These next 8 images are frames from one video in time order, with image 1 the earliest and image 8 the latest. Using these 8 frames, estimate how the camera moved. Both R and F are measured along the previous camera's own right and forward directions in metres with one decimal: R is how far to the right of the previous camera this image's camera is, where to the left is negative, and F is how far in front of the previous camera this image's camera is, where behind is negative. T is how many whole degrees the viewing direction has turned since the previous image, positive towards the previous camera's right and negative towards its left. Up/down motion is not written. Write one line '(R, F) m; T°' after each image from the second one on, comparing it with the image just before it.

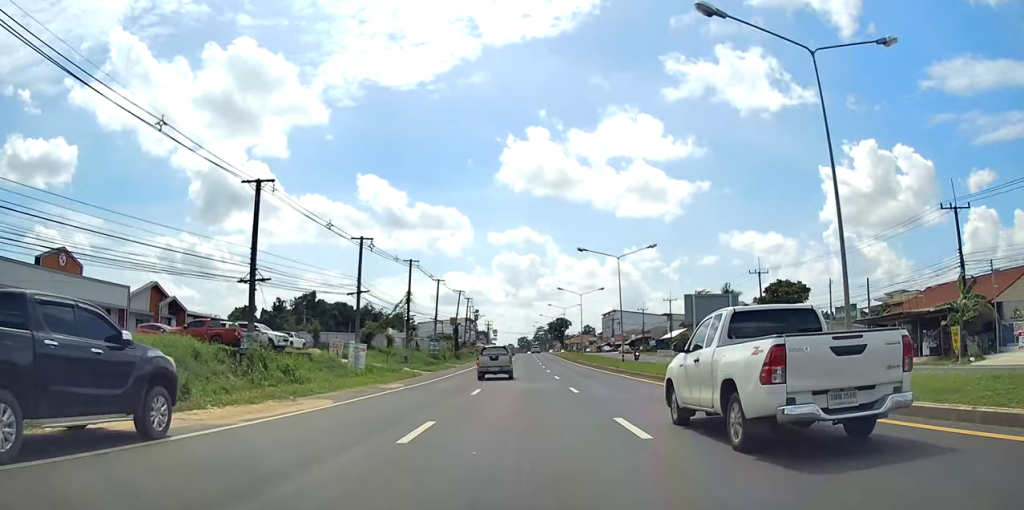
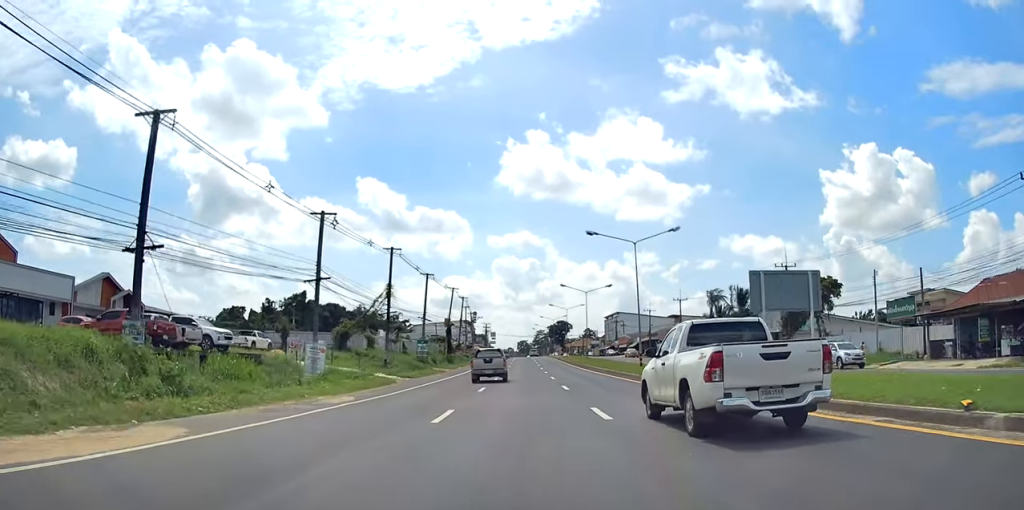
(0.0, +8.5) m; 0°
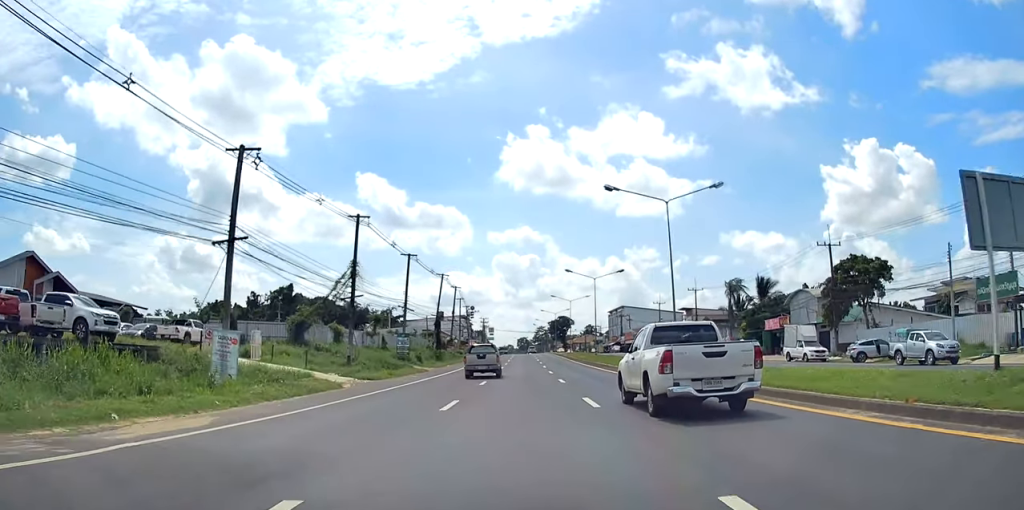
(+0.2, +10.8) m; +1°
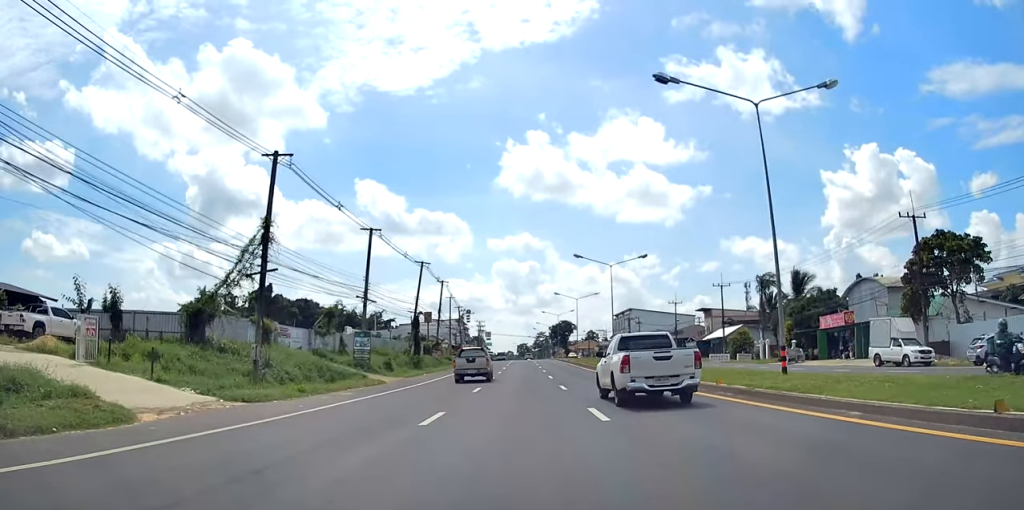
(+0.1, +14.3) m; 0°
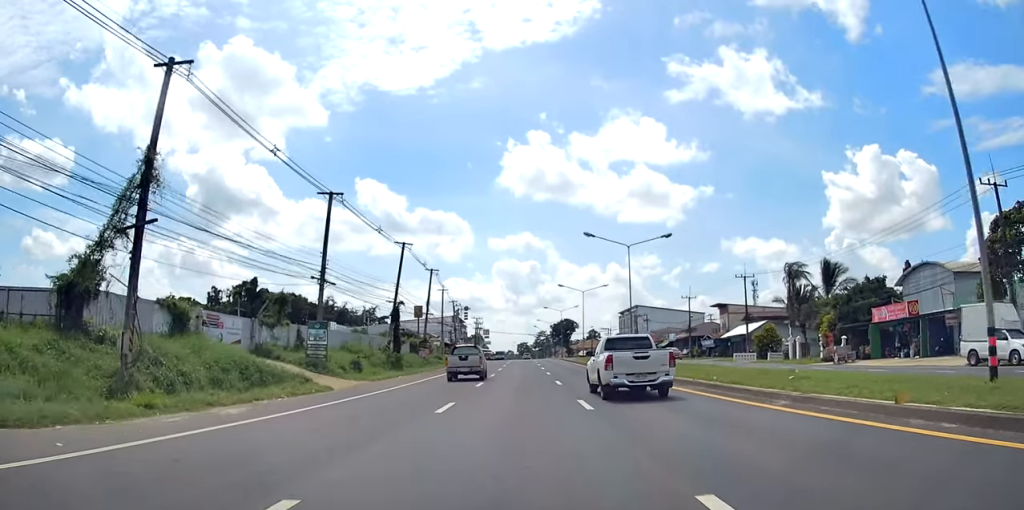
(0.0, +10.0) m; -1°
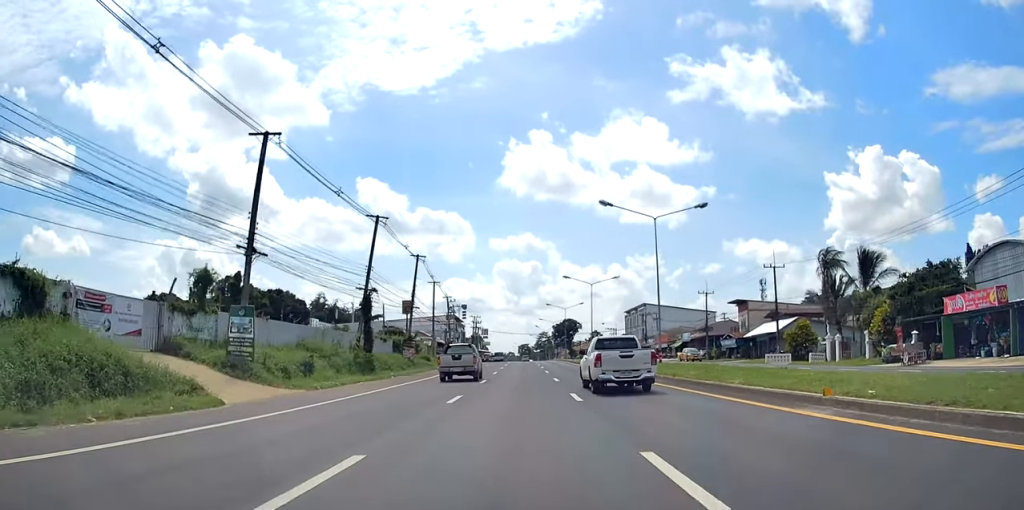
(-0.1, +9.5) m; 0°
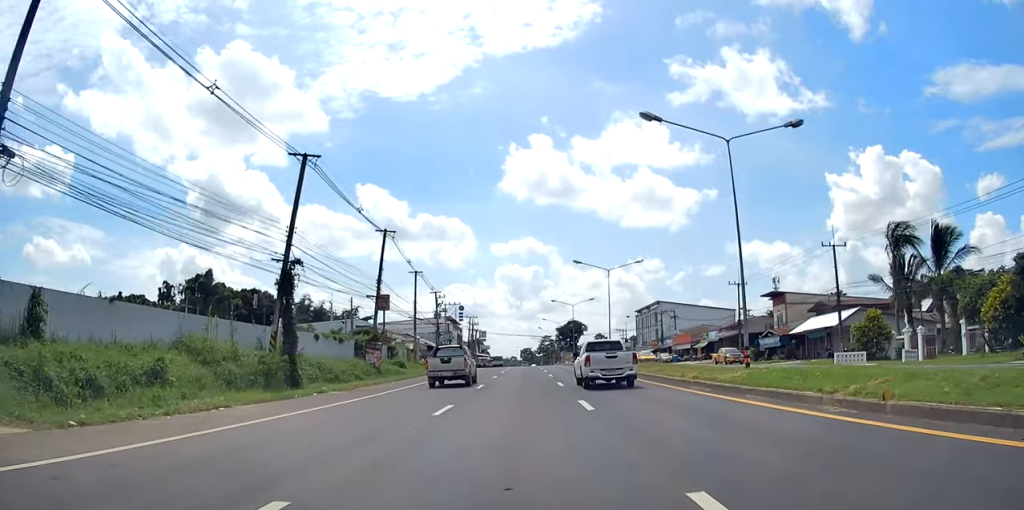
(0.0, +14.5) m; 0°
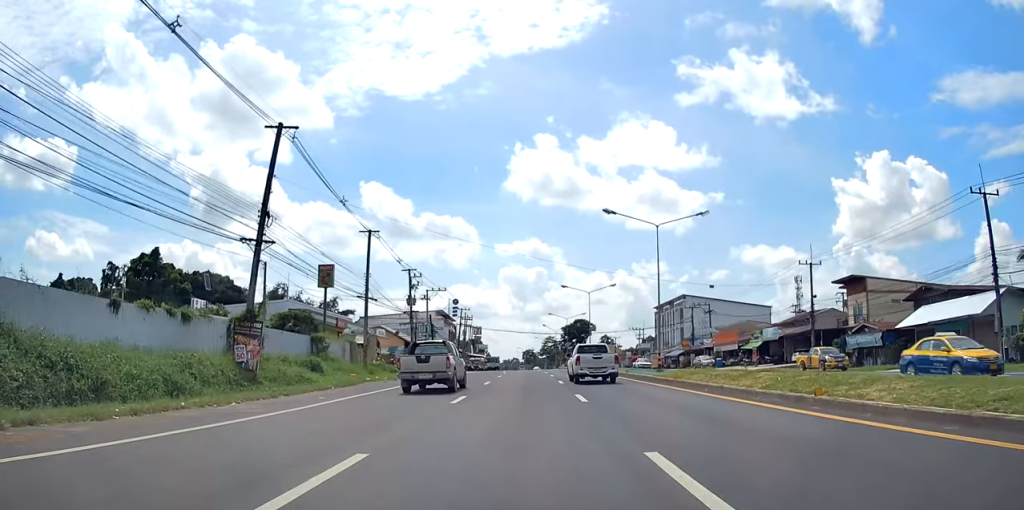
(0.0, +21.5) m; 0°
